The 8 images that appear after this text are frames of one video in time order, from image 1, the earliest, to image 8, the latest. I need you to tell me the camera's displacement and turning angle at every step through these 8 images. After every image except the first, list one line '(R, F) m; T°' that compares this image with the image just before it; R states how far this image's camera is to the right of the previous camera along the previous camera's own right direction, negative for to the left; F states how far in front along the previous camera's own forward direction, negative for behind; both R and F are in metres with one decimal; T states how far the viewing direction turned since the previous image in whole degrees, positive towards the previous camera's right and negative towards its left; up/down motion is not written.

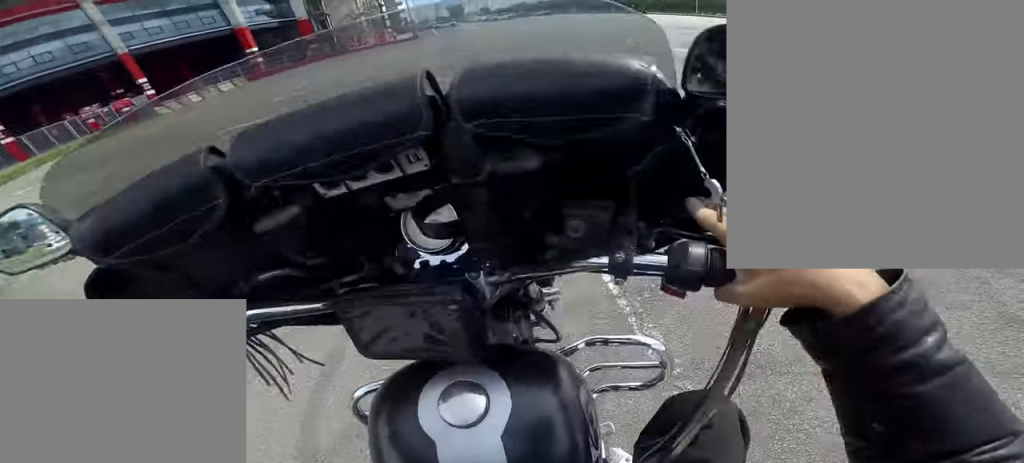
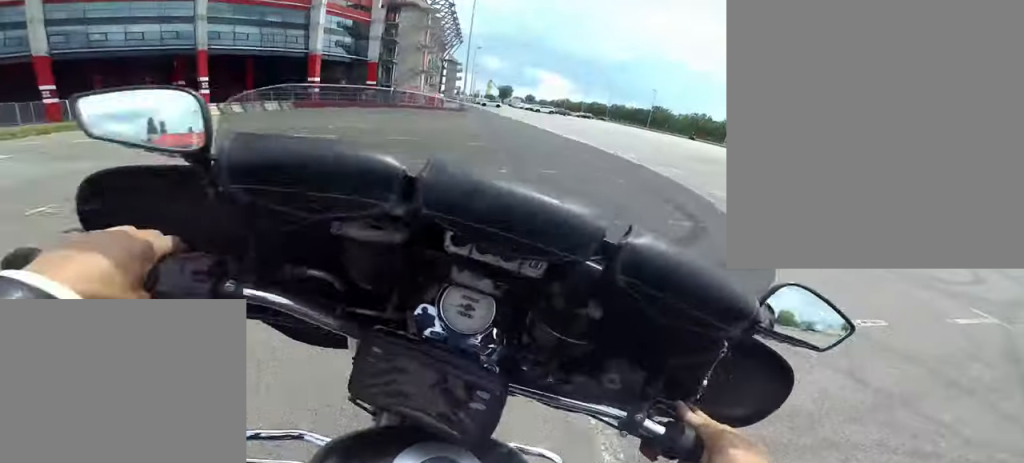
(-0.3, +2.4) m; +10°
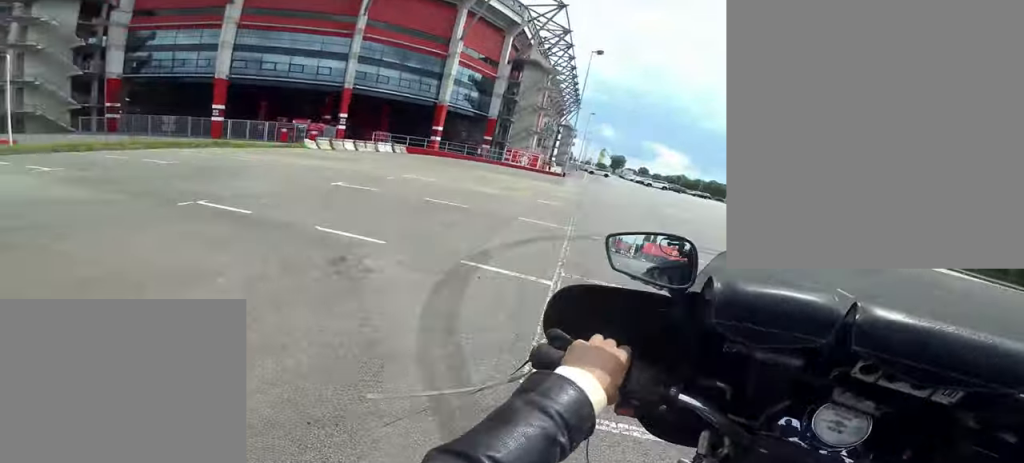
(+1.1, +3.9) m; +16°
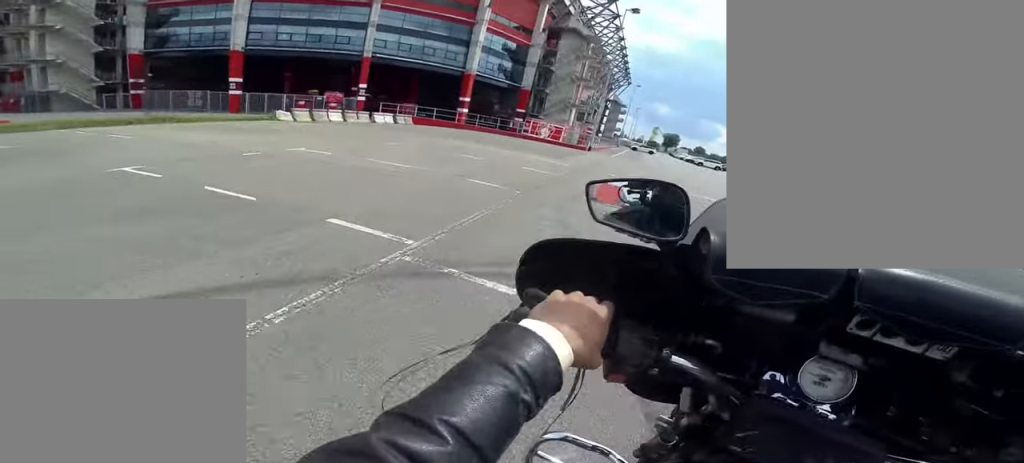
(0.0, +5.4) m; 0°
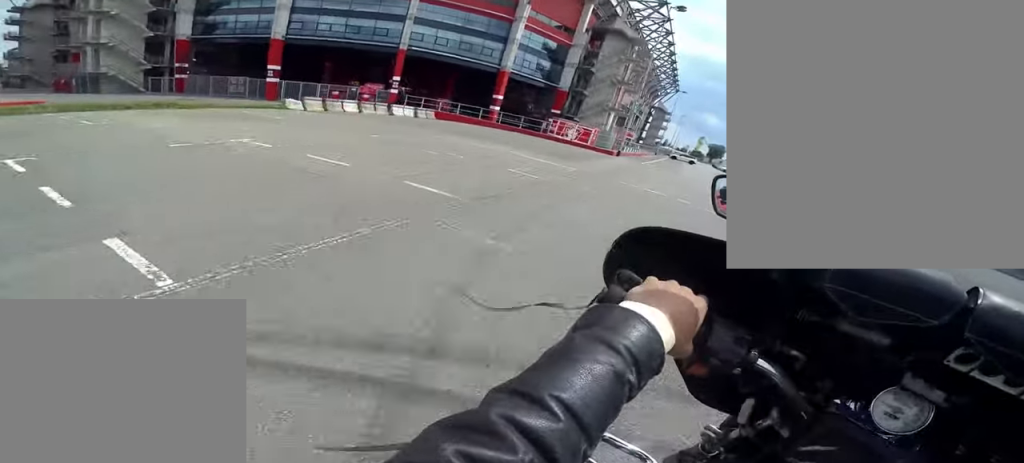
(0.0, +2.4) m; 0°
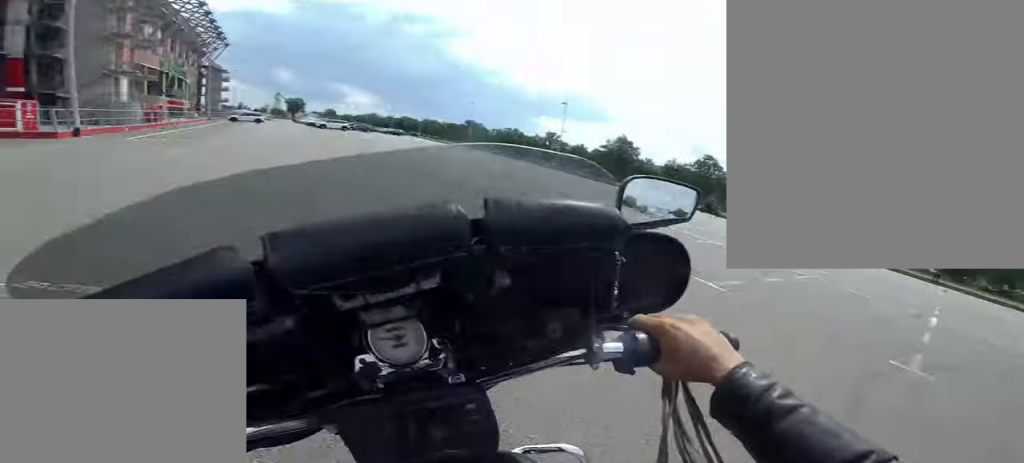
(-0.4, +9.3) m; -11°
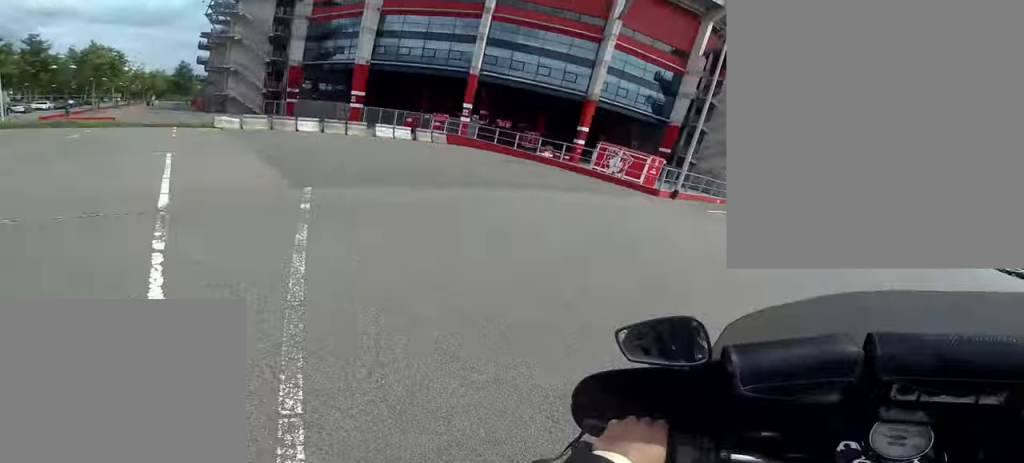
(-0.3, +3.2) m; -8°
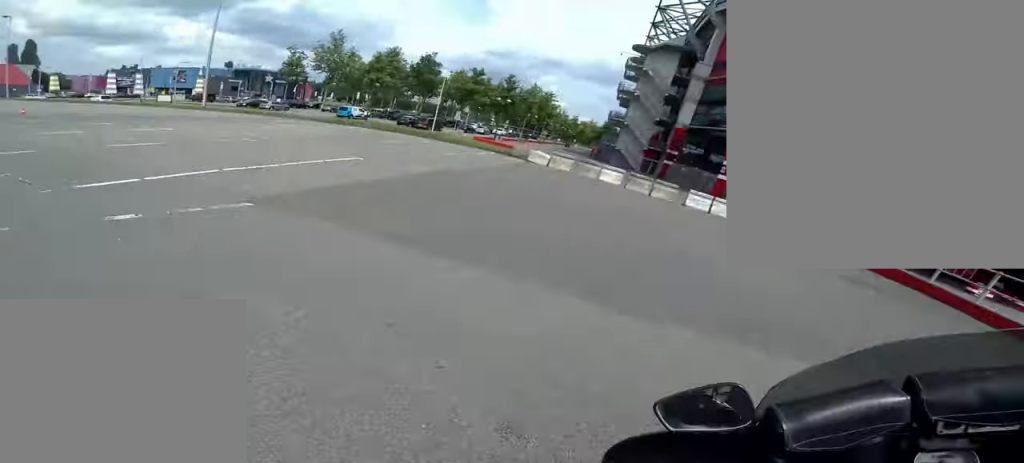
(-1.2, +7.2) m; -25°
